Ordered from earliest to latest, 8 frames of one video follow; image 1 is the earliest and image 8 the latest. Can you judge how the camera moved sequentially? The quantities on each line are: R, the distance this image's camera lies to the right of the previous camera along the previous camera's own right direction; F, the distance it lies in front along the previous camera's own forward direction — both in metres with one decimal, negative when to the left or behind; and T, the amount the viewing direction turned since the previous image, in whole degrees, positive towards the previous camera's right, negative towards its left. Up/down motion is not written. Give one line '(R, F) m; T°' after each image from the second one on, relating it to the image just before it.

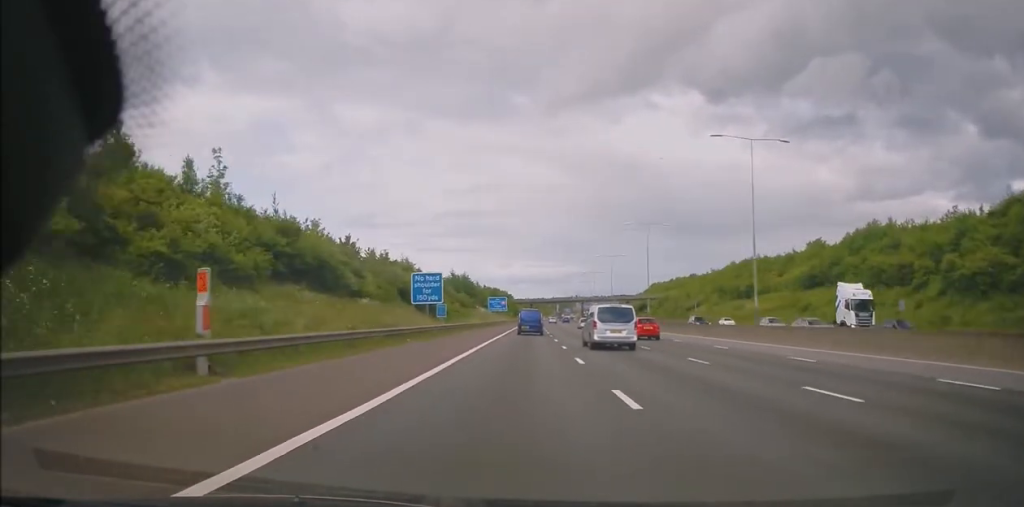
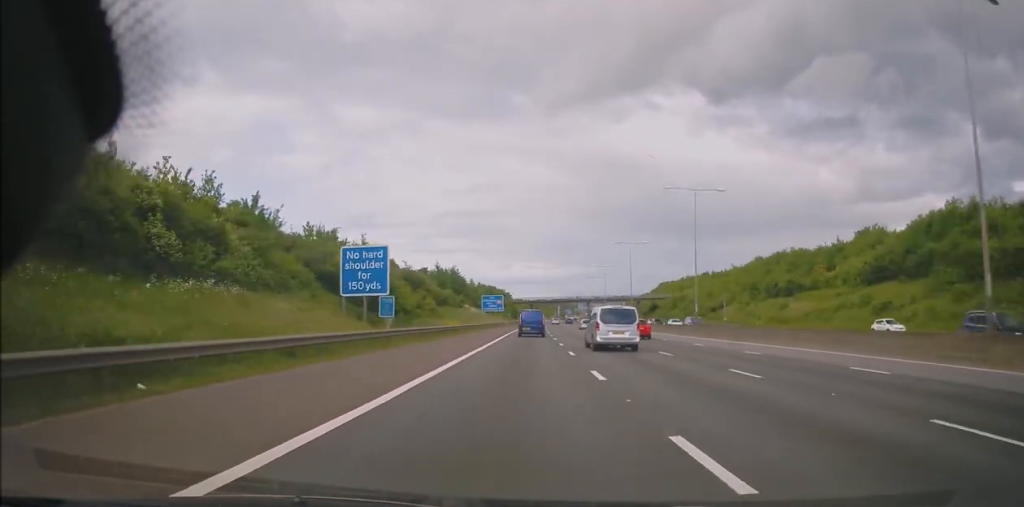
(0.0, +22.1) m; 0°
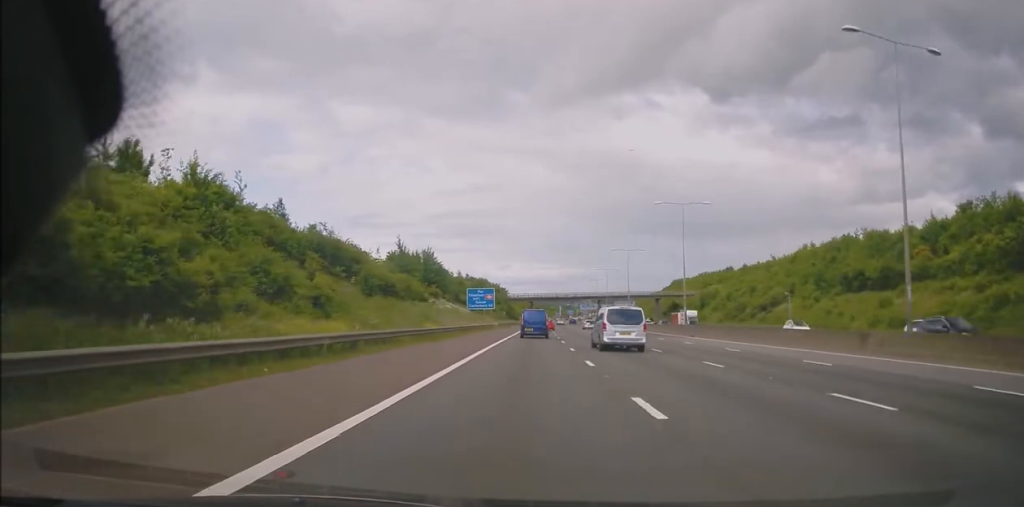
(0.0, +32.4) m; +1°
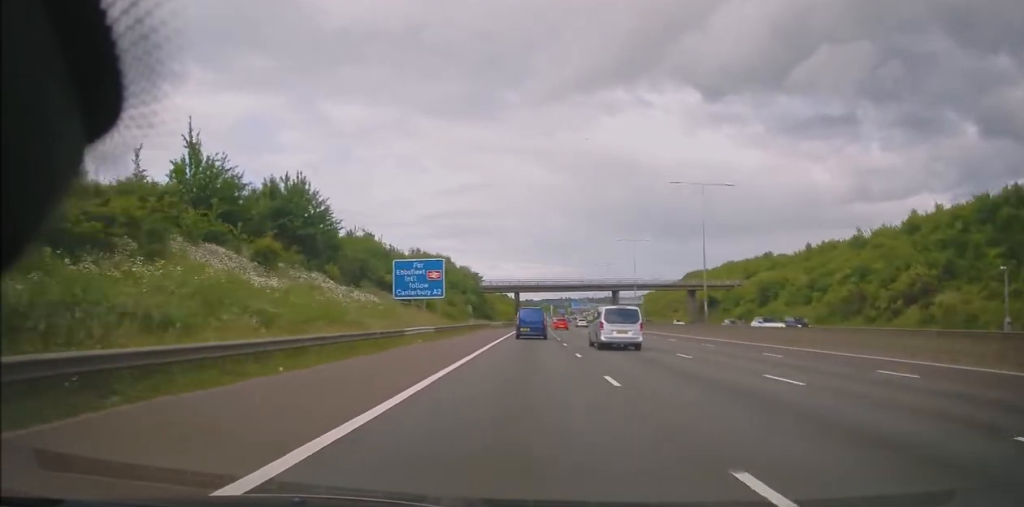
(+0.2, +49.6) m; 0°
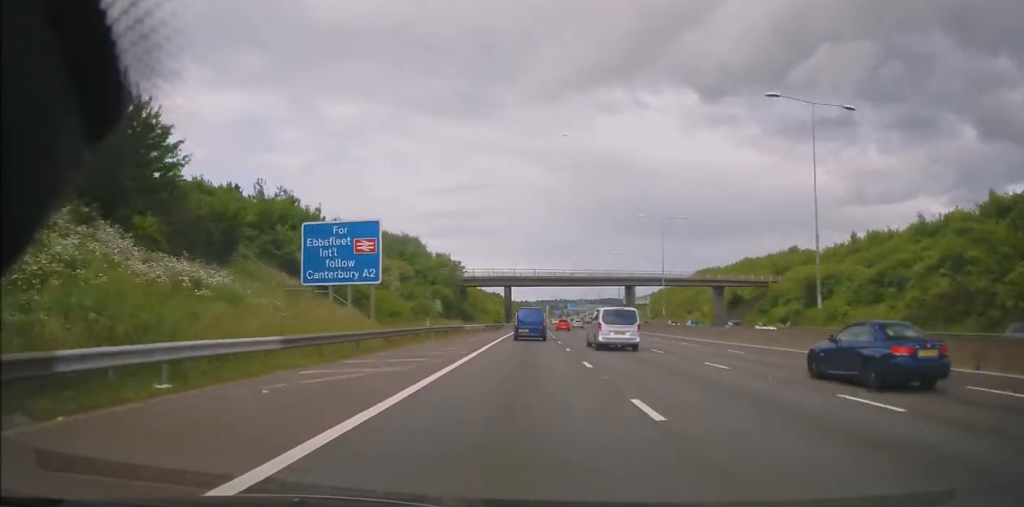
(+0.1, +22.3) m; +1°
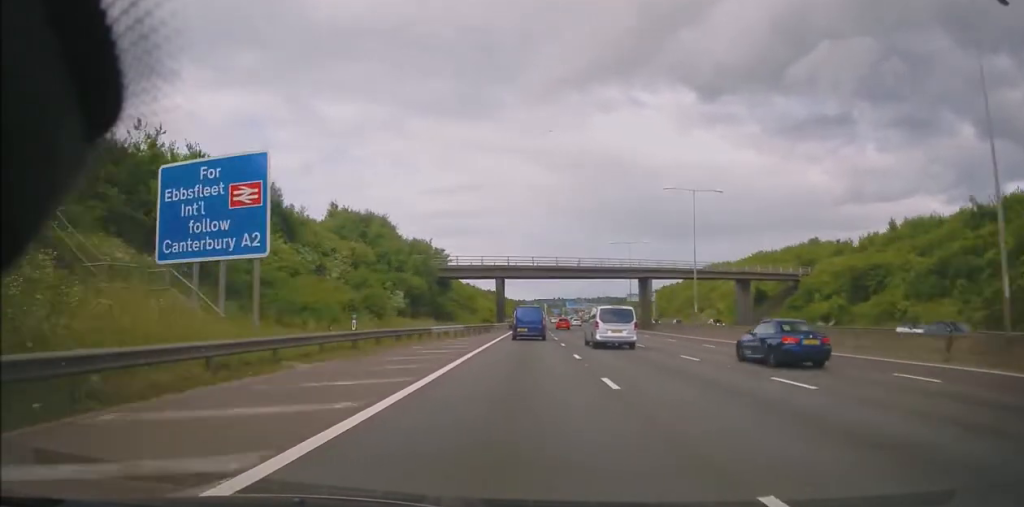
(+0.1, +14.5) m; 0°
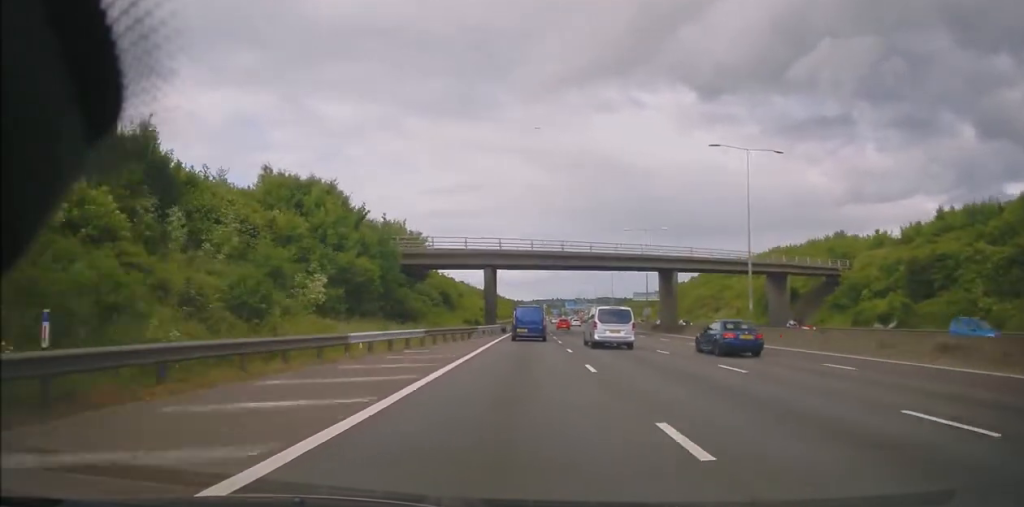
(0.0, +14.4) m; 0°
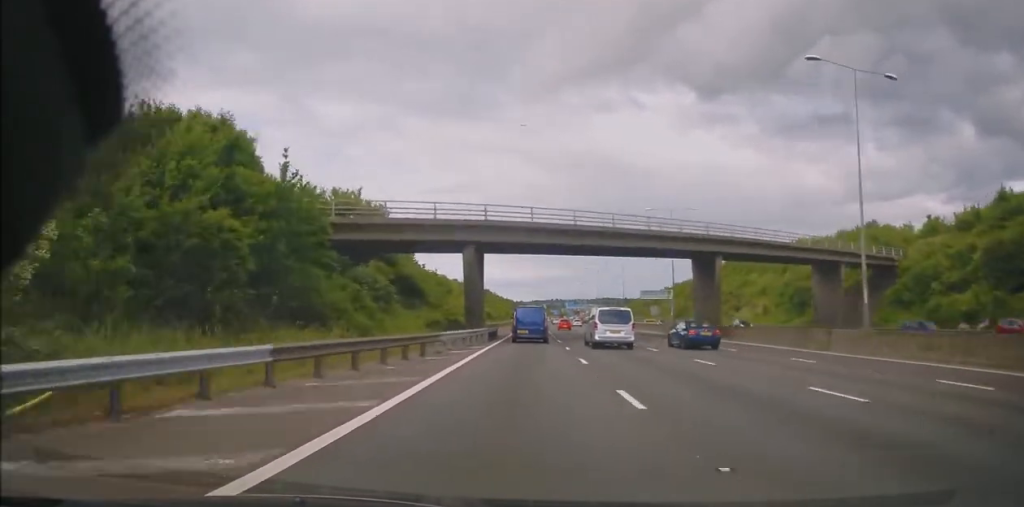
(0.0, +15.1) m; 0°
